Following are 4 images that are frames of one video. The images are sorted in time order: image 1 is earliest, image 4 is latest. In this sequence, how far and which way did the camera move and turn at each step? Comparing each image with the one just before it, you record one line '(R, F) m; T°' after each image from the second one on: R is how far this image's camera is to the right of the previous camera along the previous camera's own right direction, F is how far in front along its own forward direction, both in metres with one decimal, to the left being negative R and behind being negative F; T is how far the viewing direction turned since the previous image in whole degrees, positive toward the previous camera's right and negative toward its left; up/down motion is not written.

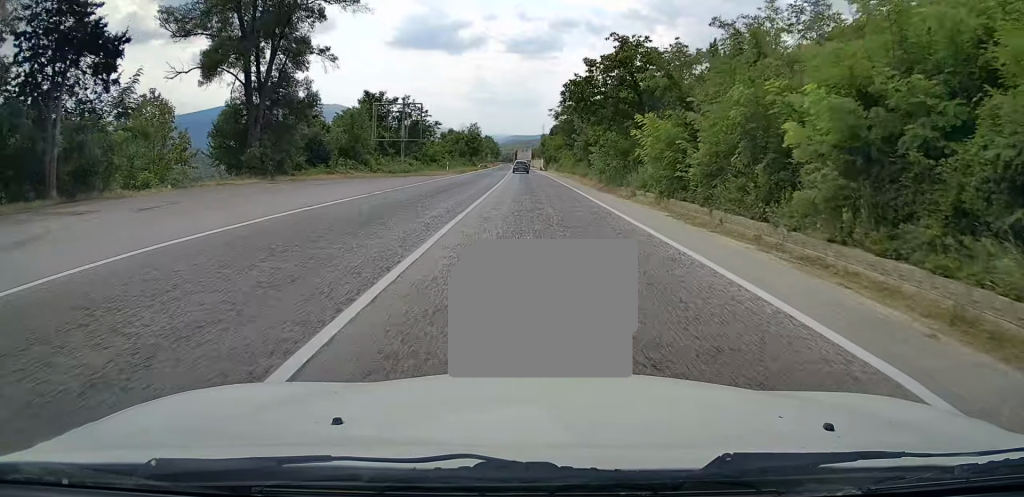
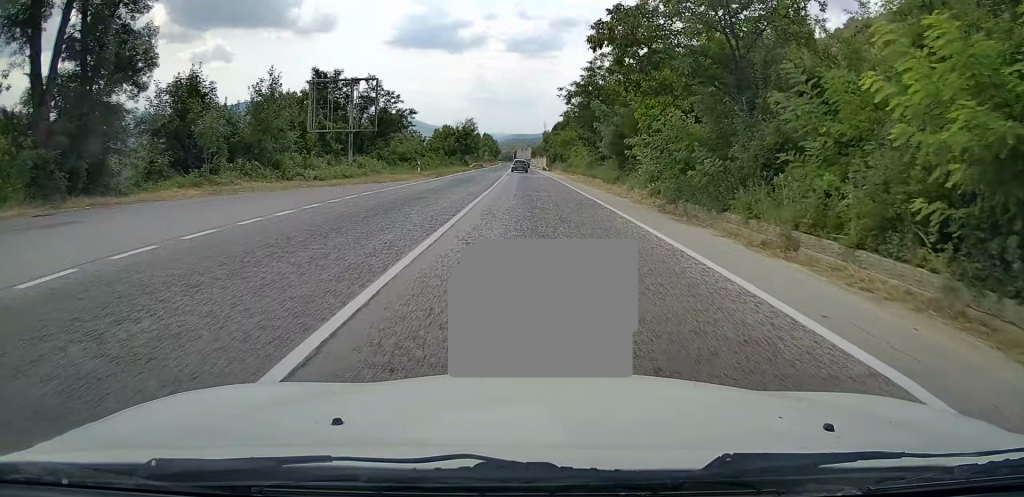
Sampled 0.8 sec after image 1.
(+0.3, +16.9) m; +1°
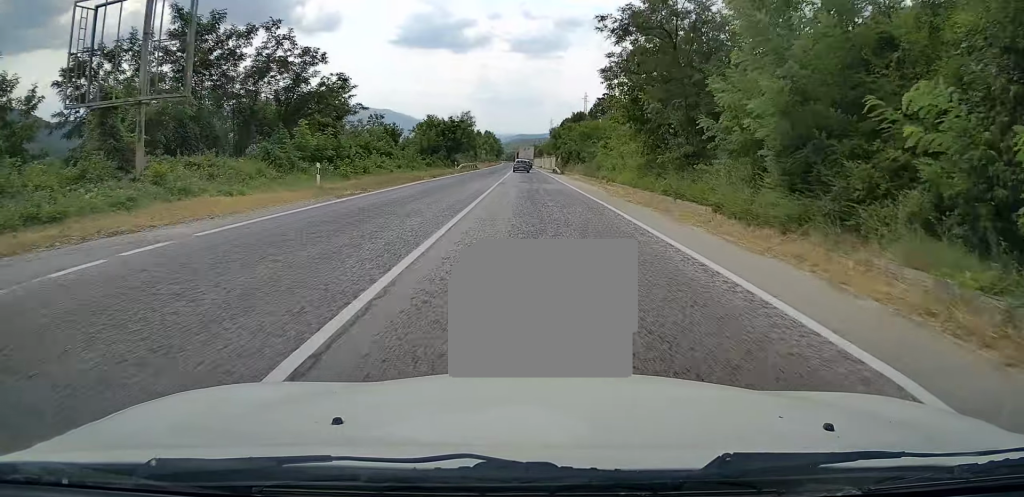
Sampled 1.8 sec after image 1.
(+0.2, +22.8) m; 0°
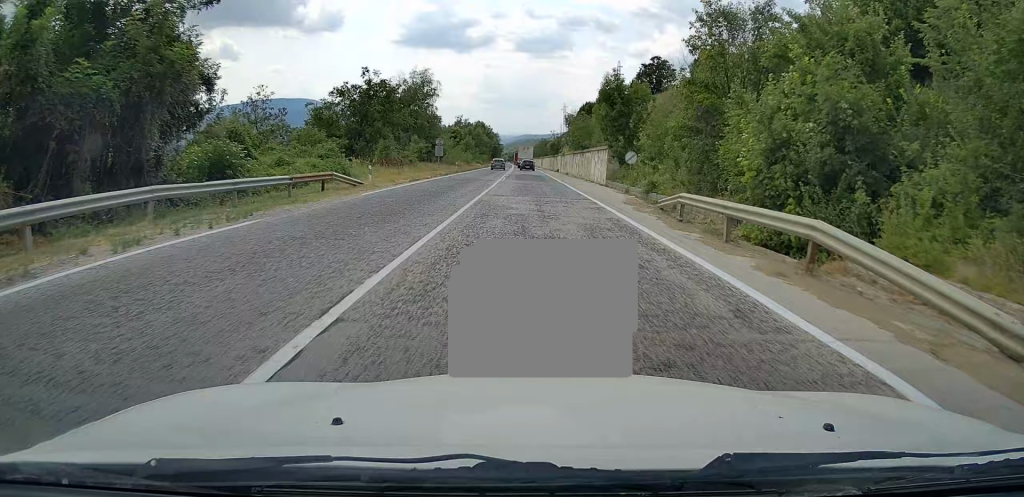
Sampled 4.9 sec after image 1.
(-0.9, +69.0) m; 0°
